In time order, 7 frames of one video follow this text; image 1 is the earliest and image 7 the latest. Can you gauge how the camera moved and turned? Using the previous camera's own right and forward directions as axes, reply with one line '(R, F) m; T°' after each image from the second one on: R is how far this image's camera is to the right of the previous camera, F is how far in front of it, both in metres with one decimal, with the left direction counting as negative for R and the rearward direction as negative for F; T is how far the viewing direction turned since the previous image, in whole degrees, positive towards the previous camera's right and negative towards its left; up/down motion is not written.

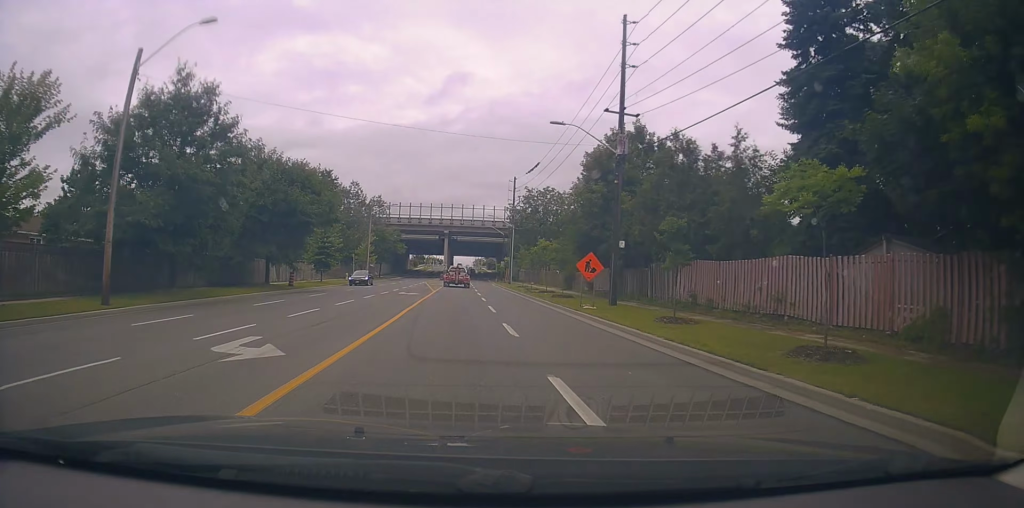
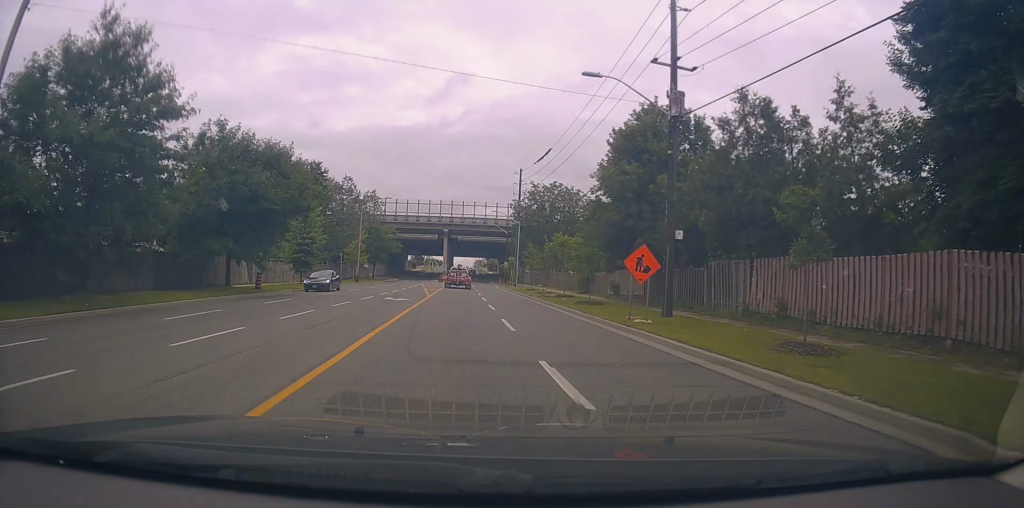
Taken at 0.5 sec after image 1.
(0.0, +7.0) m; -1°
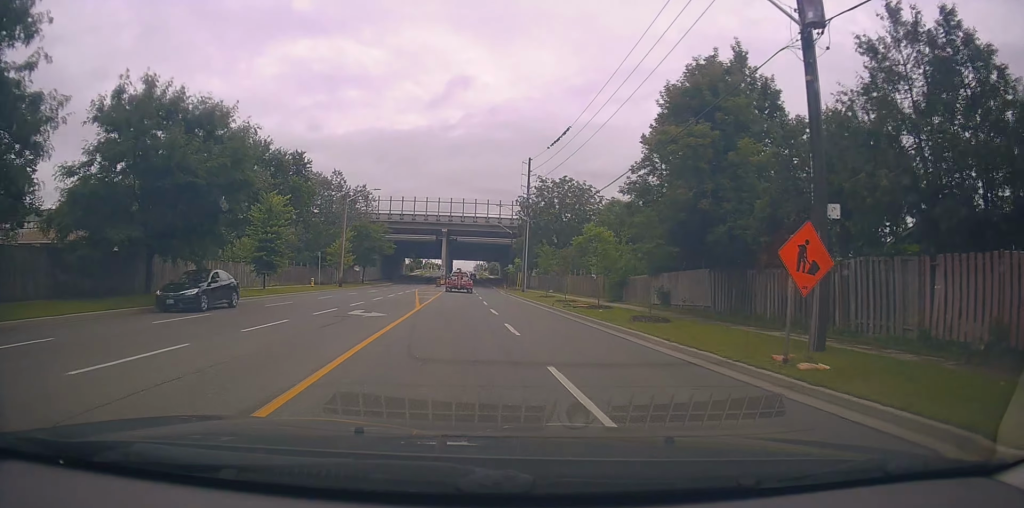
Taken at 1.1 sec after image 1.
(0.0, +8.8) m; -1°
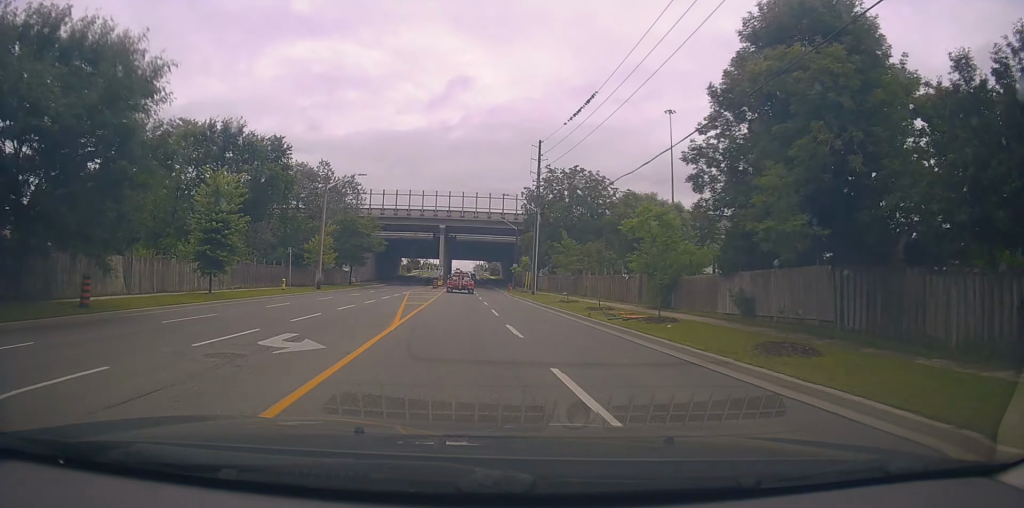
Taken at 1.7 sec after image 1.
(-0.2, +8.4) m; 0°
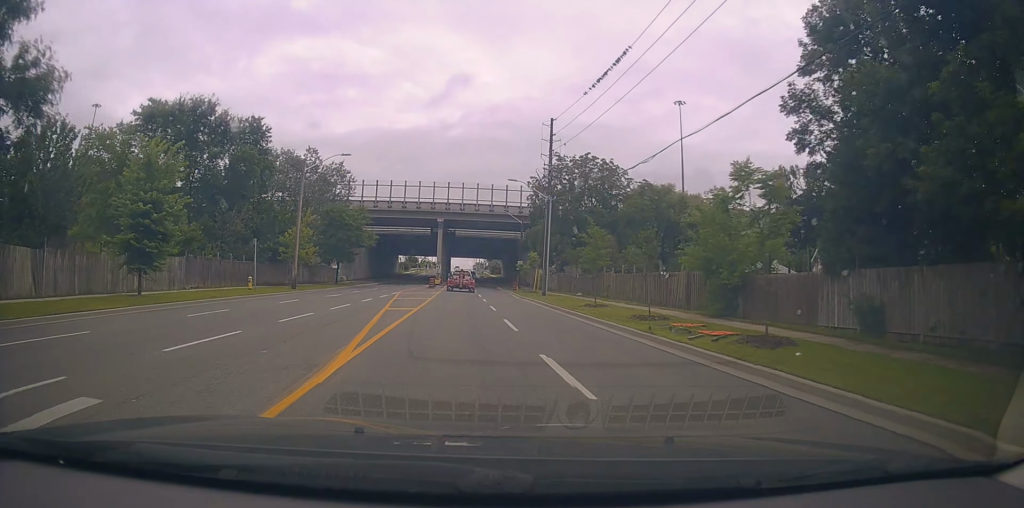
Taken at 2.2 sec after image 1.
(0.0, +7.0) m; 0°
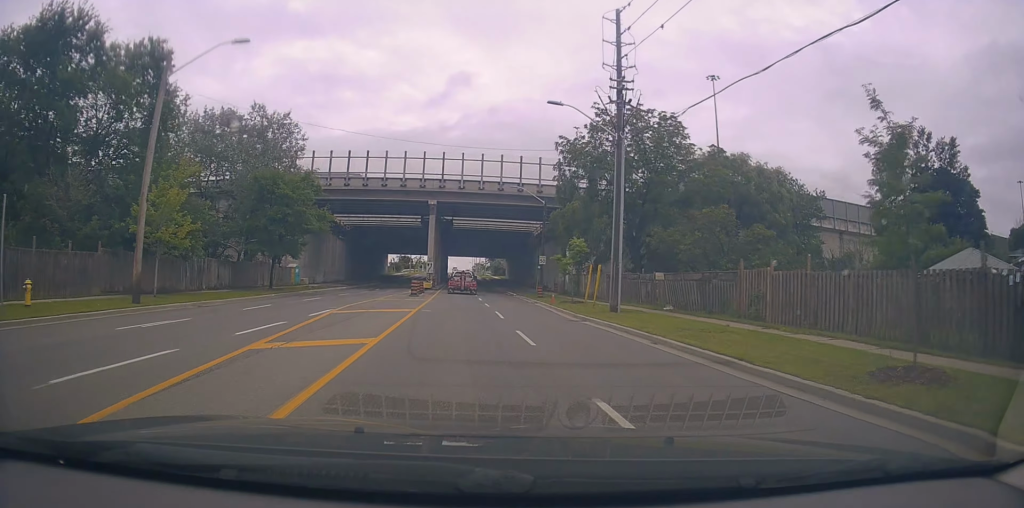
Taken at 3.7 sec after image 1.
(+0.4, +20.7) m; 0°
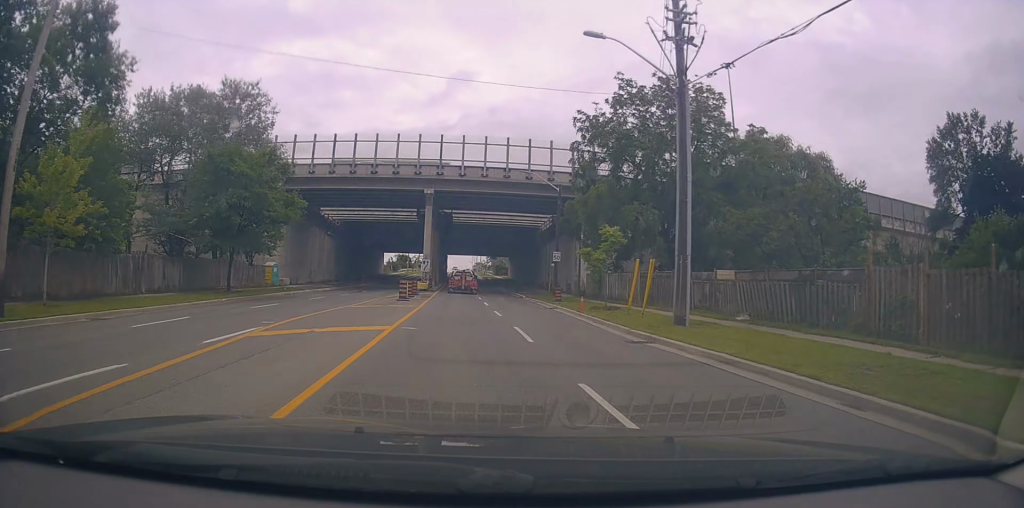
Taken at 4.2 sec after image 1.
(0.0, +7.6) m; 0°
